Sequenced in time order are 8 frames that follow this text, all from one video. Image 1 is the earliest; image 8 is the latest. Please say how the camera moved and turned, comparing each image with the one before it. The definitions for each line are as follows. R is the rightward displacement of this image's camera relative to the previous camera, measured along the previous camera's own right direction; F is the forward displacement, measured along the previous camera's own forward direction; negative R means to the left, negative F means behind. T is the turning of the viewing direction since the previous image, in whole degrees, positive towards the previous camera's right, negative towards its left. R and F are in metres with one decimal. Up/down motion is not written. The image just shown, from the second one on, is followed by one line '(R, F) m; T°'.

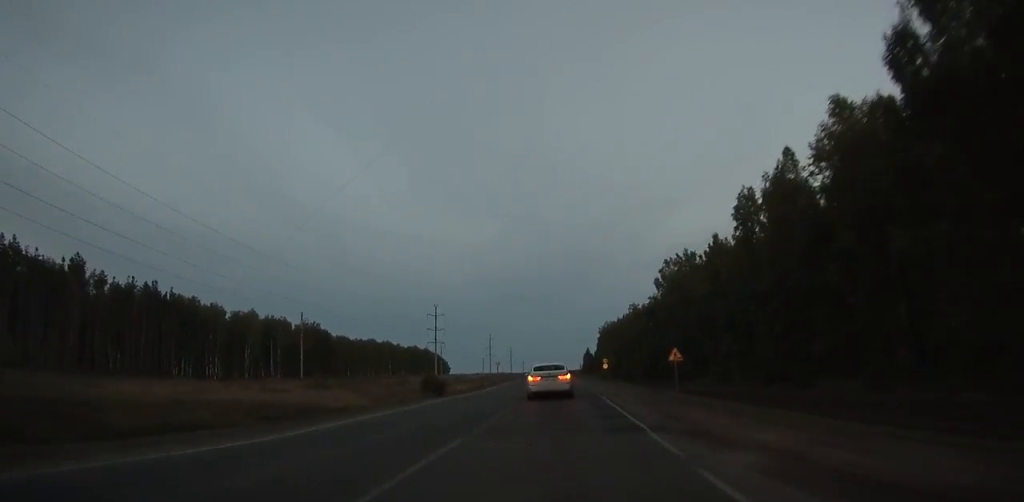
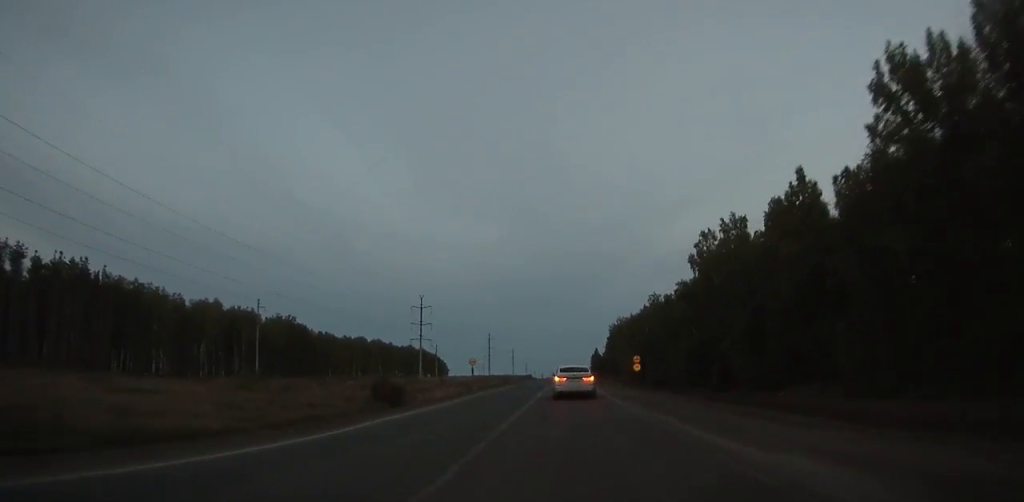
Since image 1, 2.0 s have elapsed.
(+0.1, +31.6) m; 0°
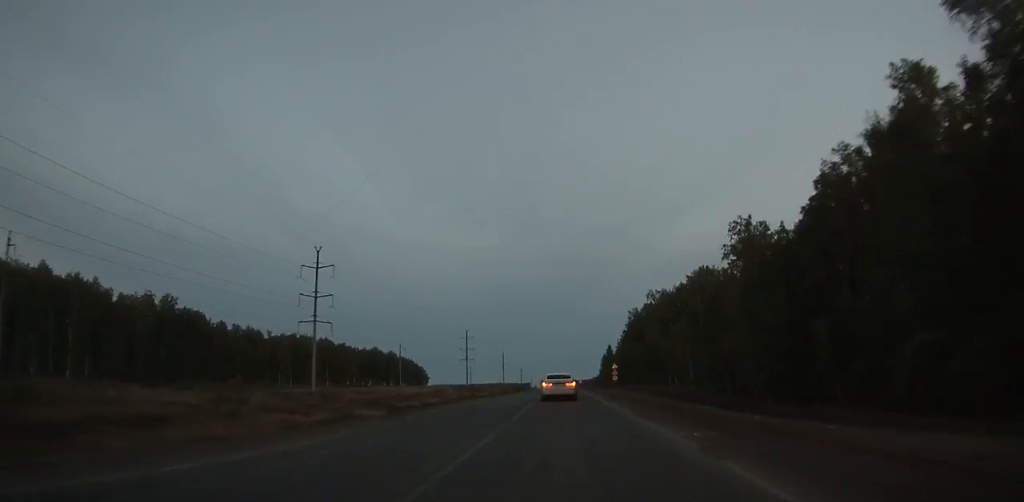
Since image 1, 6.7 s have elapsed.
(0.0, +75.2) m; 0°
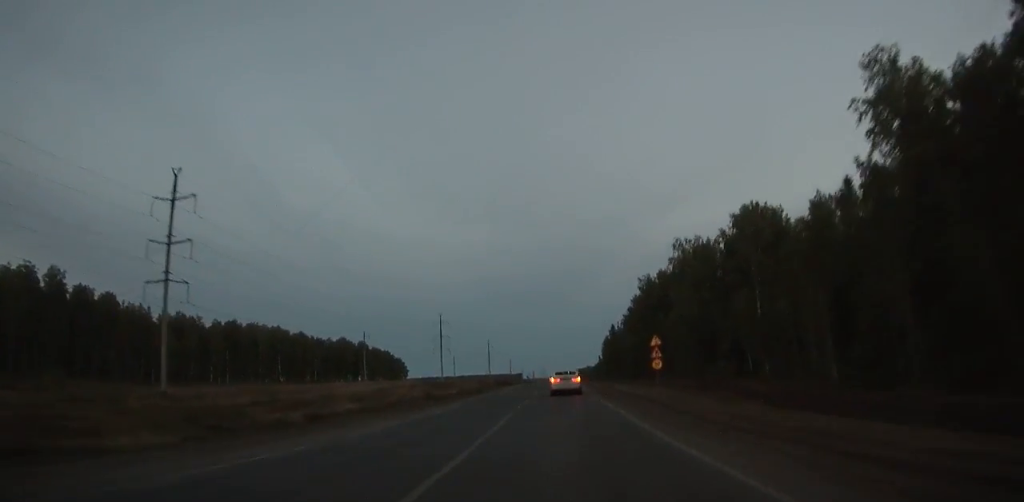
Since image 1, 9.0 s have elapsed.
(-0.1, +38.0) m; -1°
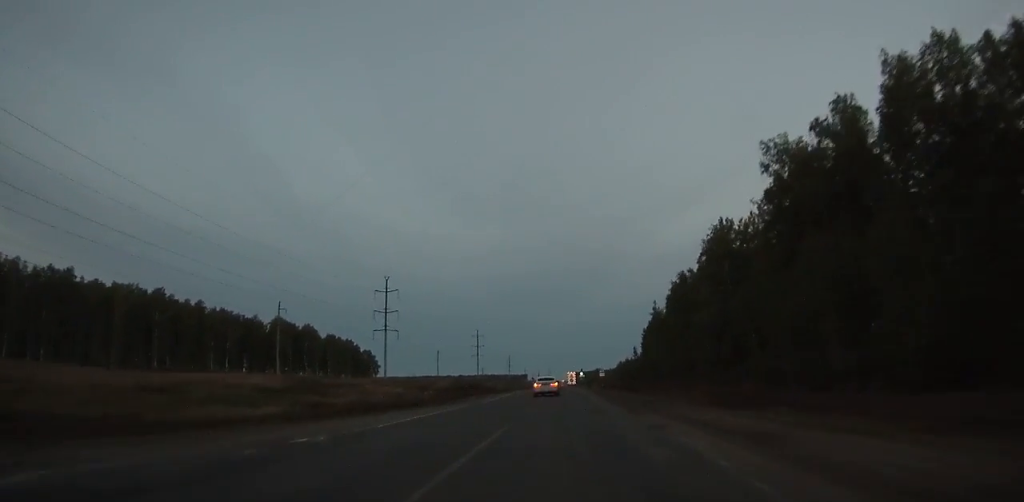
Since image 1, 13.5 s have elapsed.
(-1.0, +77.2) m; -1°
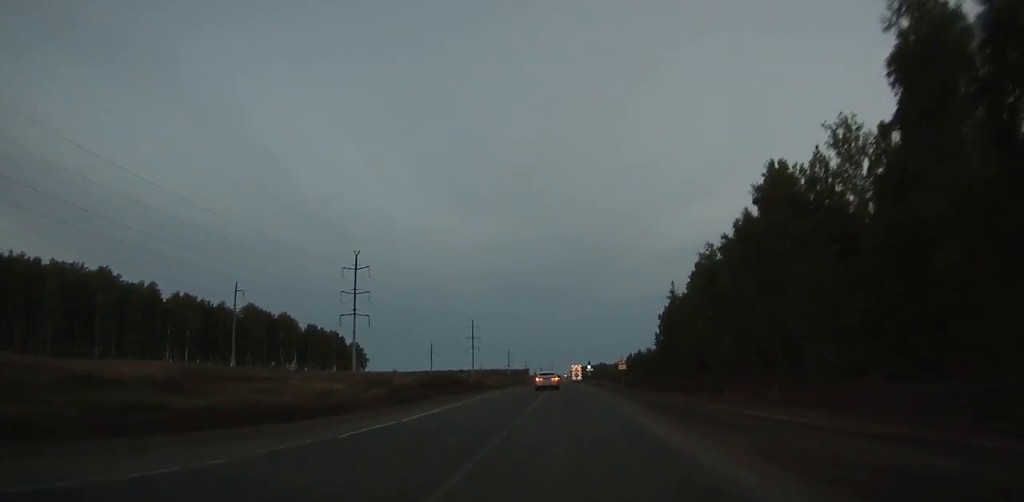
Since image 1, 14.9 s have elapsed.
(0.0, +24.6) m; 0°
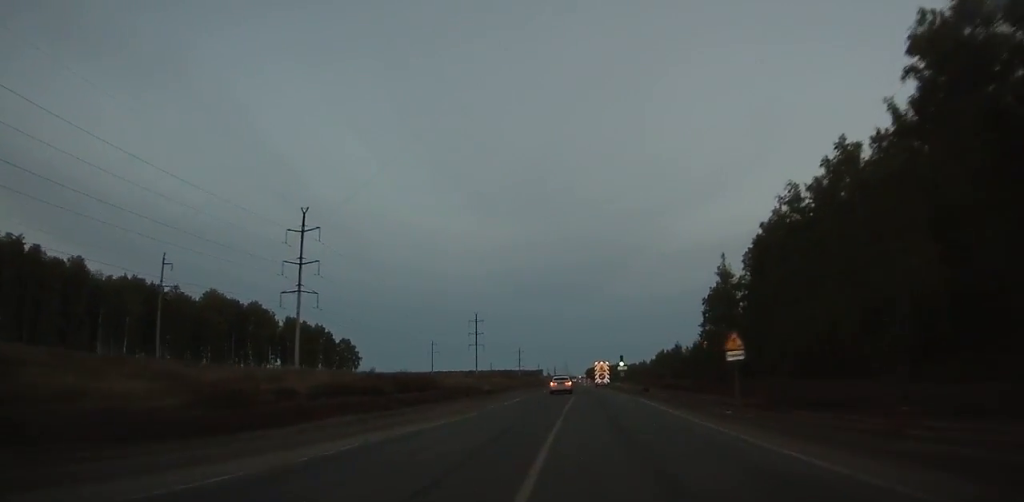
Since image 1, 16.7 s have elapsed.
(-0.2, +32.4) m; 0°
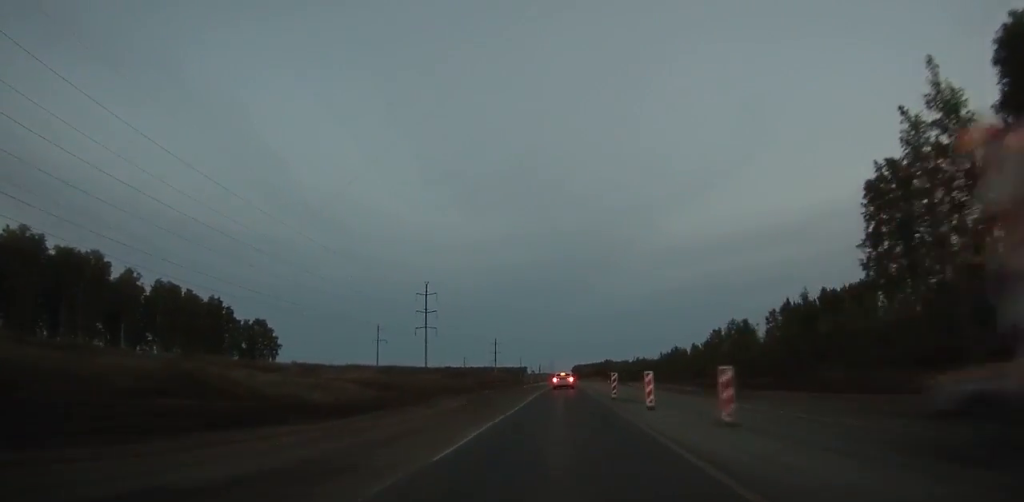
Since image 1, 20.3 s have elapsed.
(+0.1, +64.8) m; +1°
